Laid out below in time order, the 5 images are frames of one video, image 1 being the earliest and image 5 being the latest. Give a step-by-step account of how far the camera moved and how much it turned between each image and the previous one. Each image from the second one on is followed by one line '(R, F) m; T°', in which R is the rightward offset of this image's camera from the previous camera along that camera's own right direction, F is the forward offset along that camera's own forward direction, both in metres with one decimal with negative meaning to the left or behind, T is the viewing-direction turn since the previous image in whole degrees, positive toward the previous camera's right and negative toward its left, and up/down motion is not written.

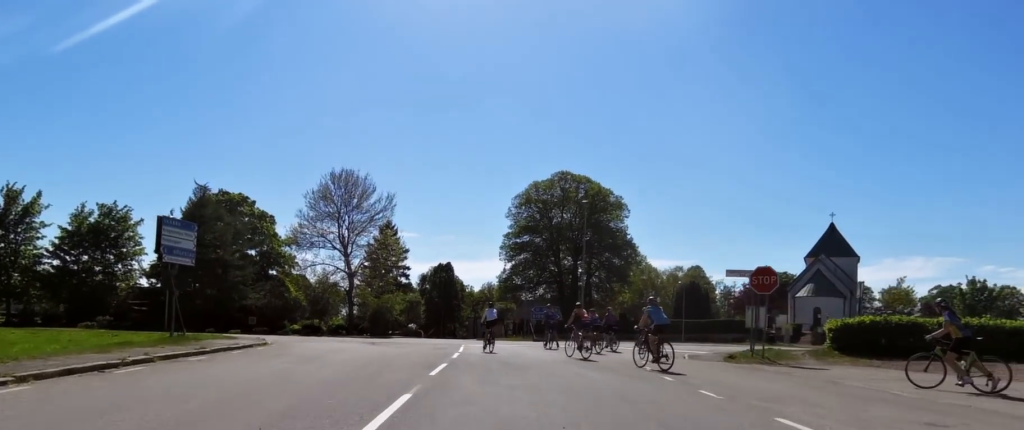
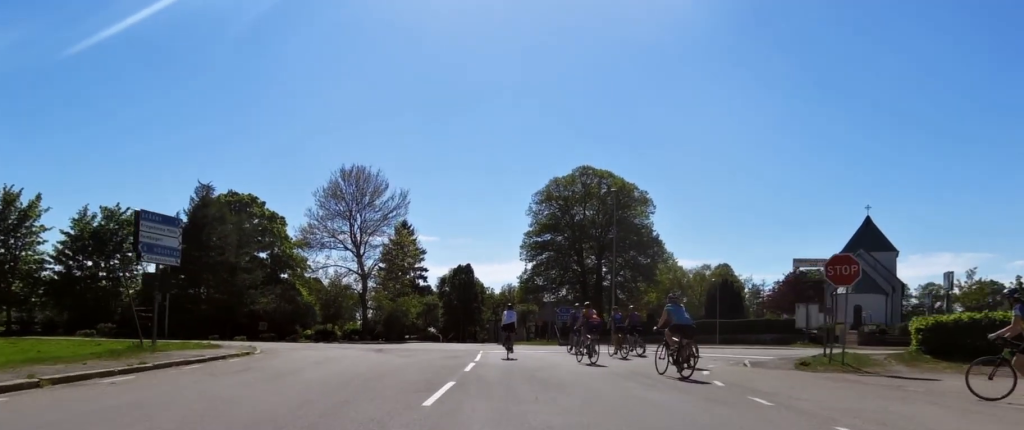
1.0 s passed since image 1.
(0.0, +3.0) m; -9°
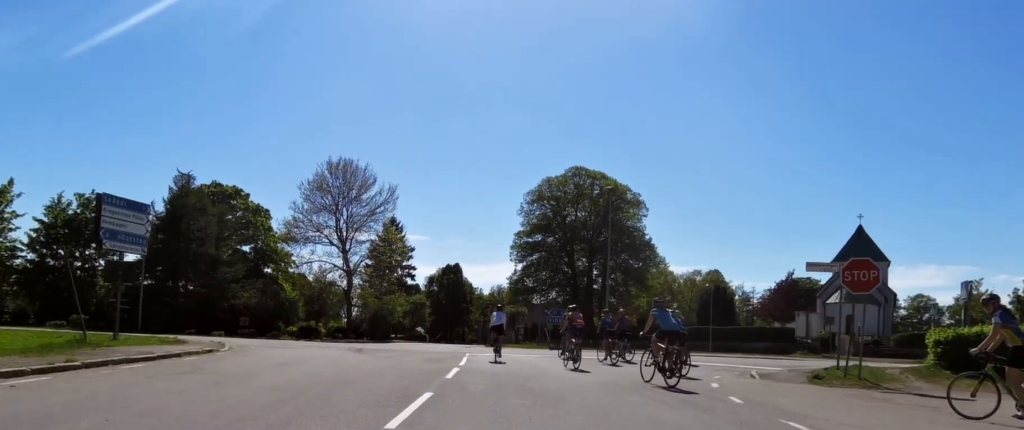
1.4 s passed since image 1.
(-0.6, +1.4) m; -7°
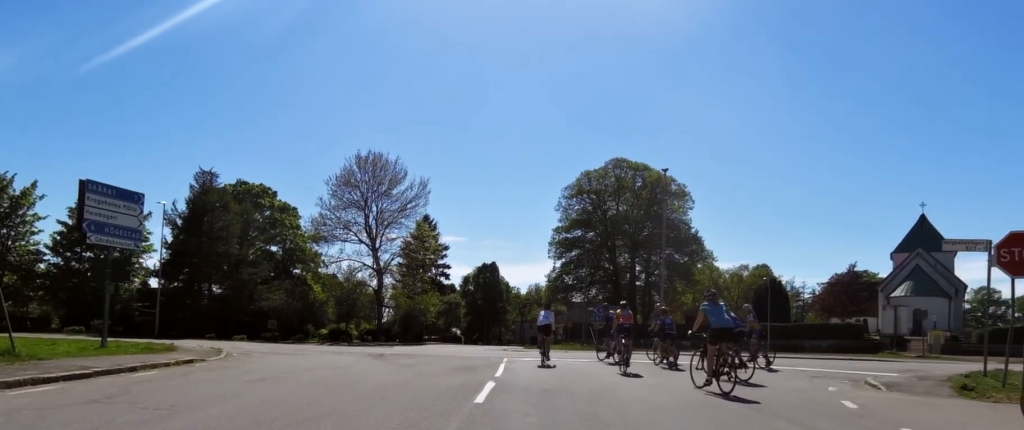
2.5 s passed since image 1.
(+0.7, +2.7) m; 0°
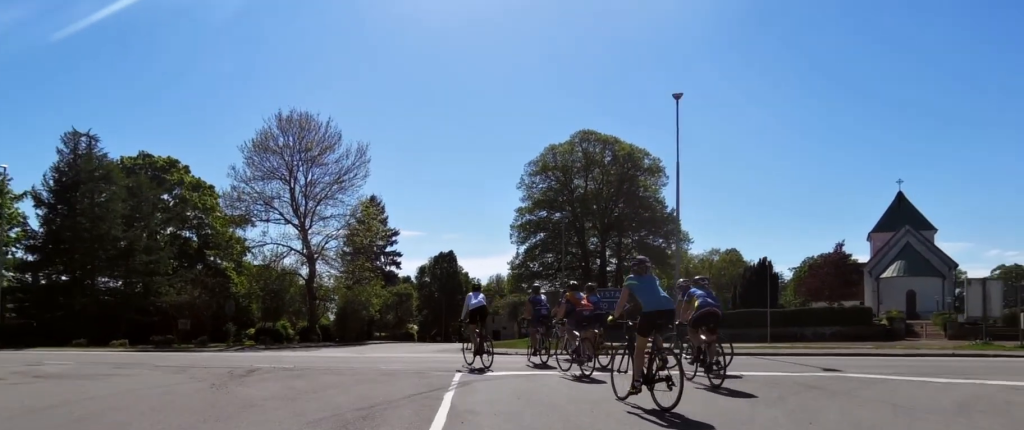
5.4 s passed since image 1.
(+0.1, +8.4) m; +3°
